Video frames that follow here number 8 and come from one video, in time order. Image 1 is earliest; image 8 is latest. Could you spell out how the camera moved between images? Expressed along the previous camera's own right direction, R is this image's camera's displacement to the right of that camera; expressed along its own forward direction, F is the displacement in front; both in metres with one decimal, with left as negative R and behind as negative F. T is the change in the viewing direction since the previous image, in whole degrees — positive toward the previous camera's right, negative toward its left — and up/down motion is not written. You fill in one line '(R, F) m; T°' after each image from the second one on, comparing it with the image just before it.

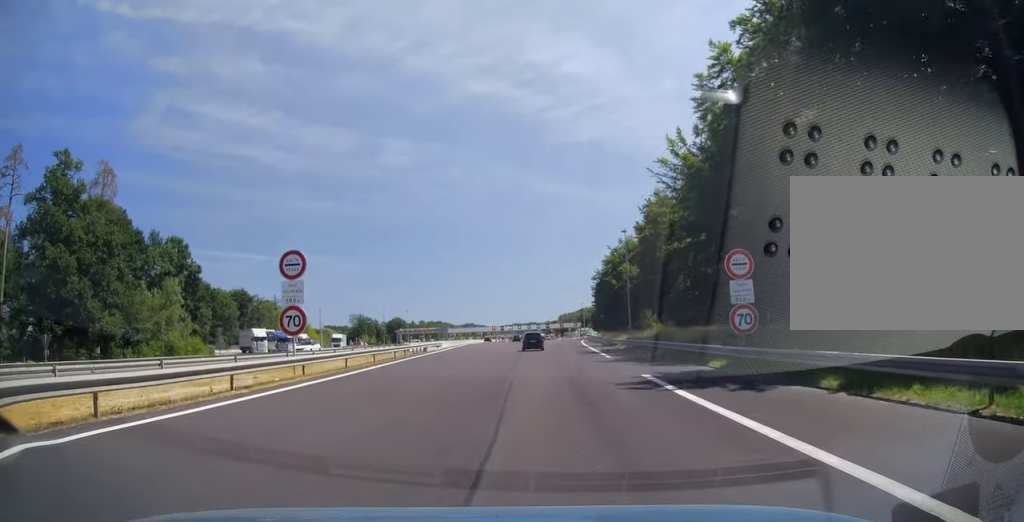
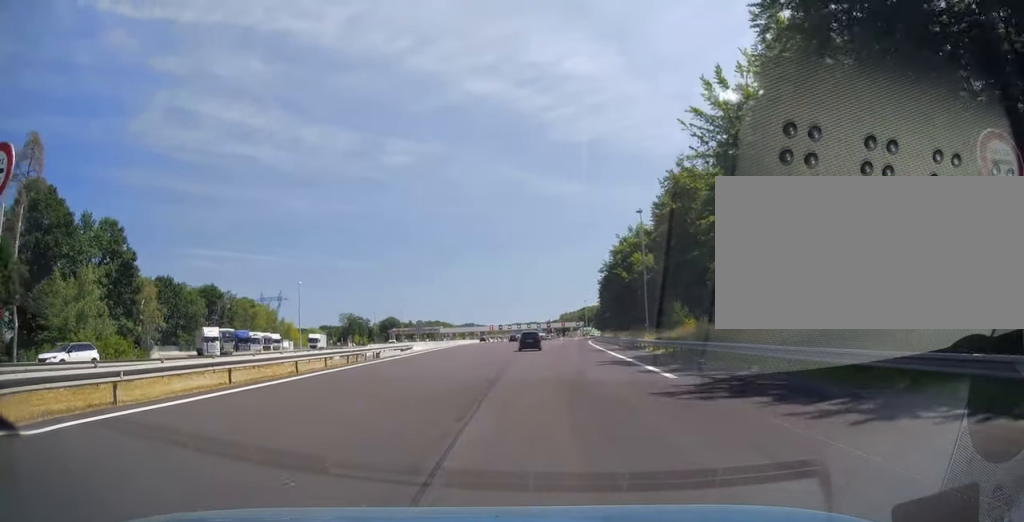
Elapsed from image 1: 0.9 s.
(+0.1, +15.8) m; 0°
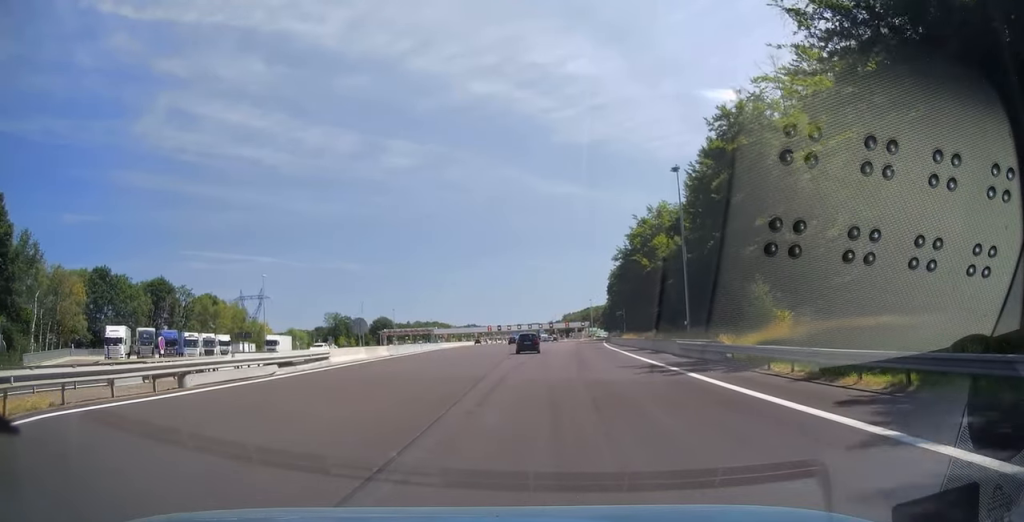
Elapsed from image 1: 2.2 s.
(-0.2, +22.3) m; -1°
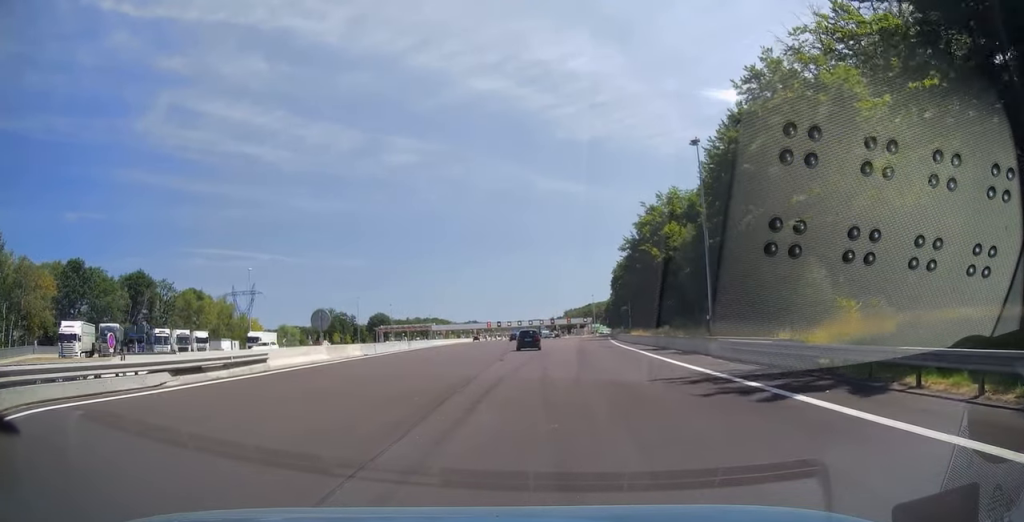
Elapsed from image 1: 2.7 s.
(0.0, +7.9) m; 0°
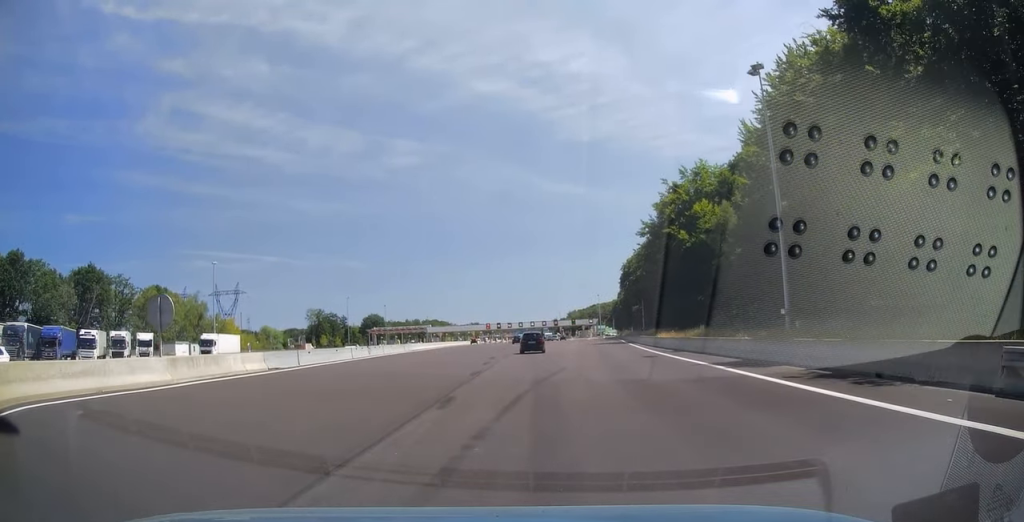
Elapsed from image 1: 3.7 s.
(0.0, +16.4) m; +1°
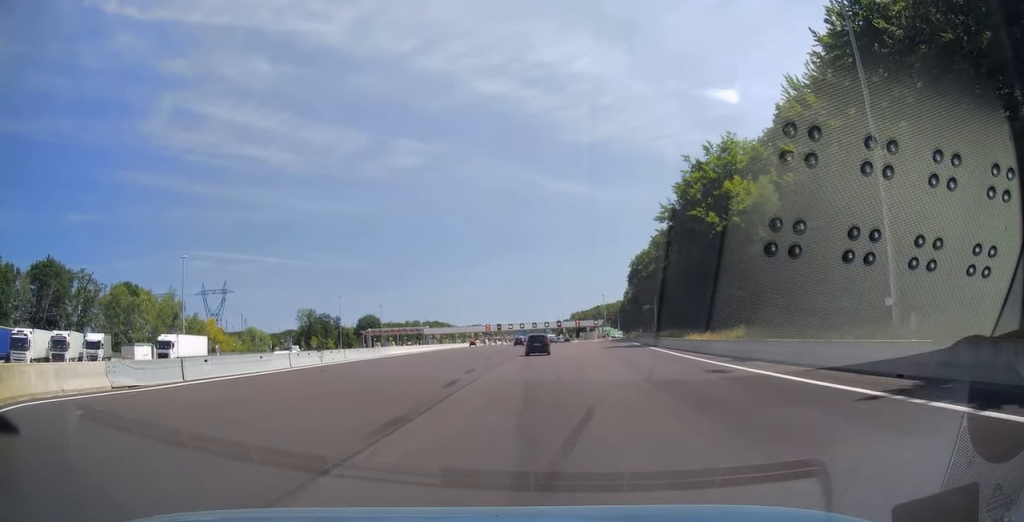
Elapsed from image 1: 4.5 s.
(0.0, +11.9) m; +1°
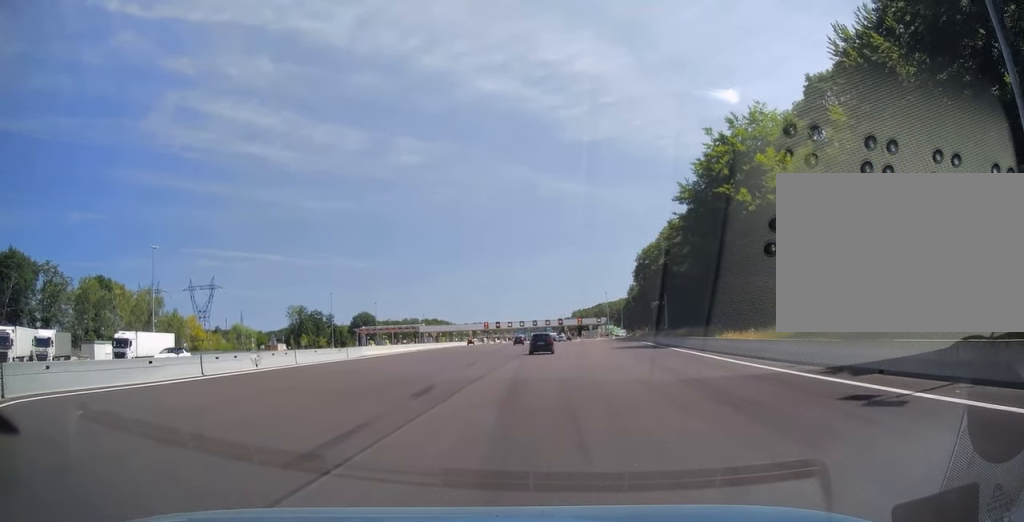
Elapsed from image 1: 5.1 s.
(+0.3, +9.5) m; 0°
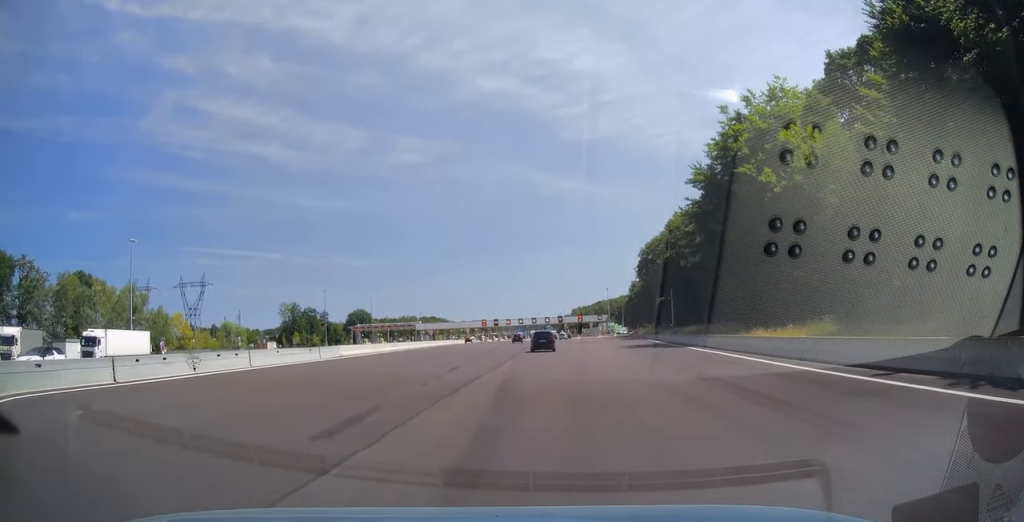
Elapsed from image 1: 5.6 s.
(0.0, +6.0) m; 0°
